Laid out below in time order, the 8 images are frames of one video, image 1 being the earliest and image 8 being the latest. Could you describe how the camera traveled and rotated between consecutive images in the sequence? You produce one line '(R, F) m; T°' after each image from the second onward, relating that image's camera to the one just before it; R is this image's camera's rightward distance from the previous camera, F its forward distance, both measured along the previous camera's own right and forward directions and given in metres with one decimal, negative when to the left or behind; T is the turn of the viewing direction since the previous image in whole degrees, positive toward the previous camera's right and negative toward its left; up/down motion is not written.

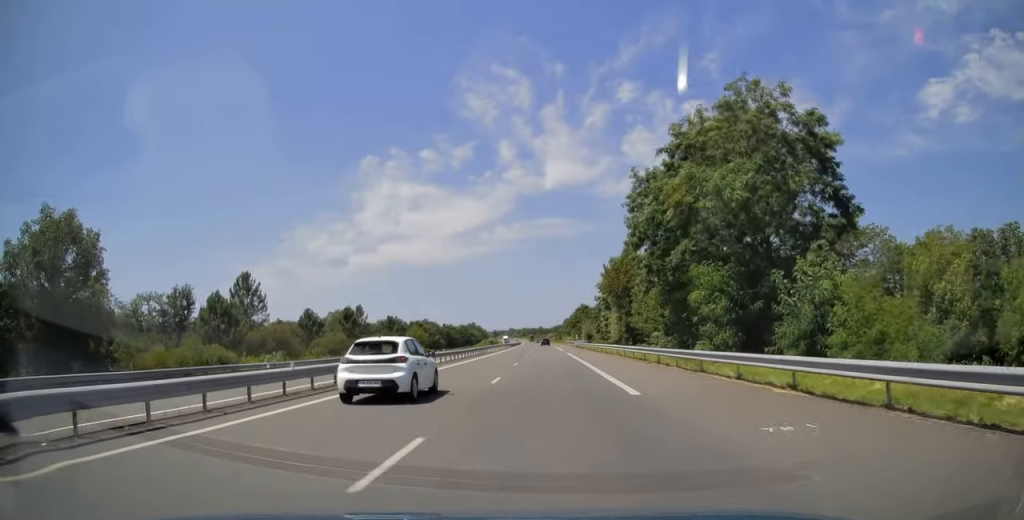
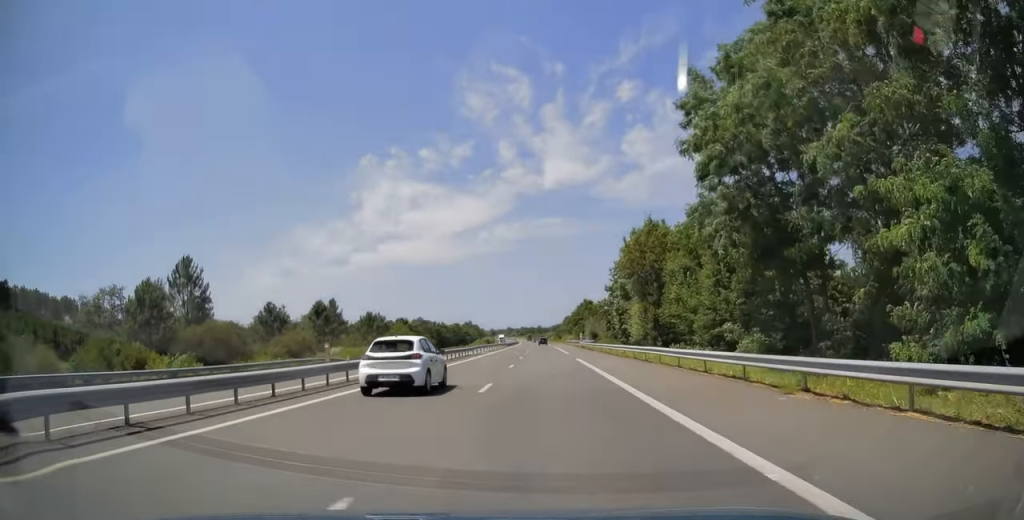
(-0.3, +16.6) m; 0°
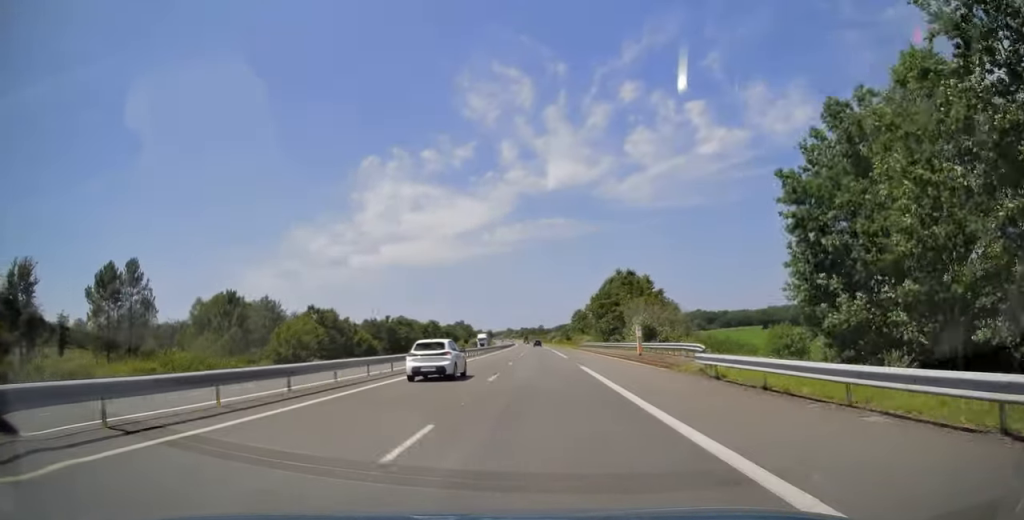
(+1.6, +62.1) m; +1°
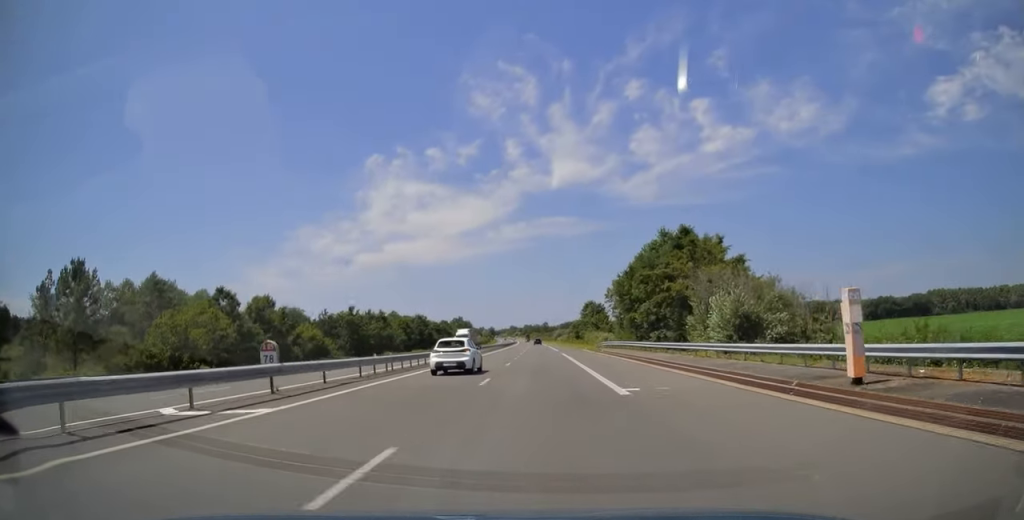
(-0.8, +28.9) m; -1°
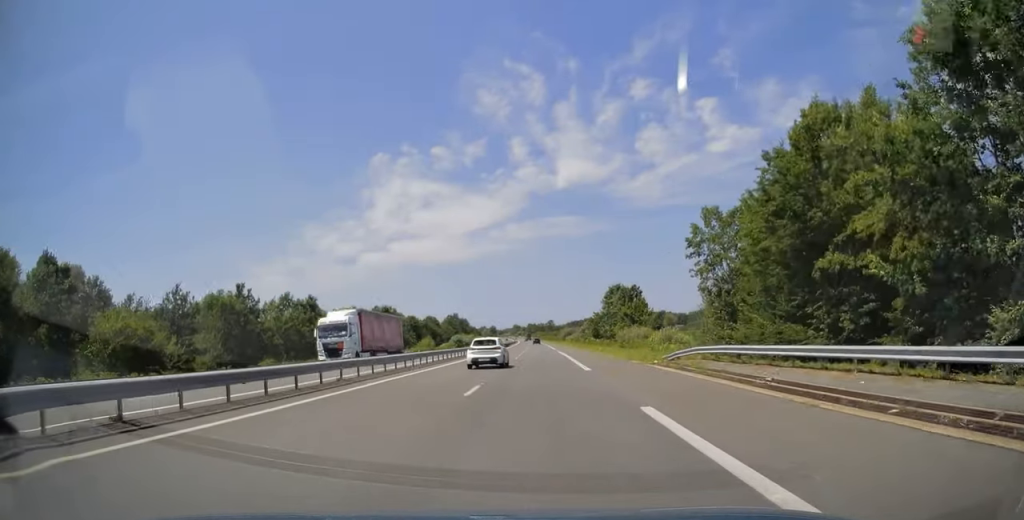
(+0.2, +43.4) m; 0°
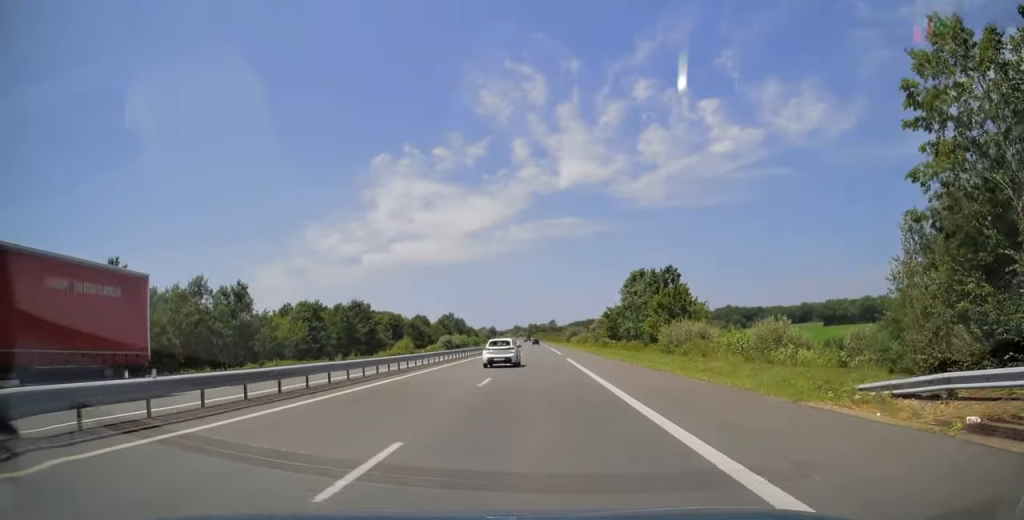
(-0.3, +23.0) m; -1°
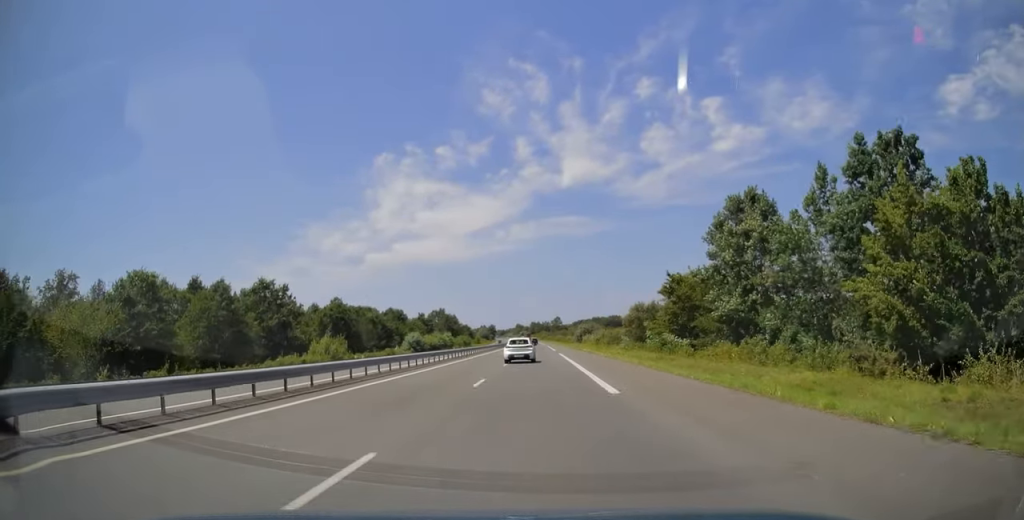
(-0.1, +41.2) m; 0°
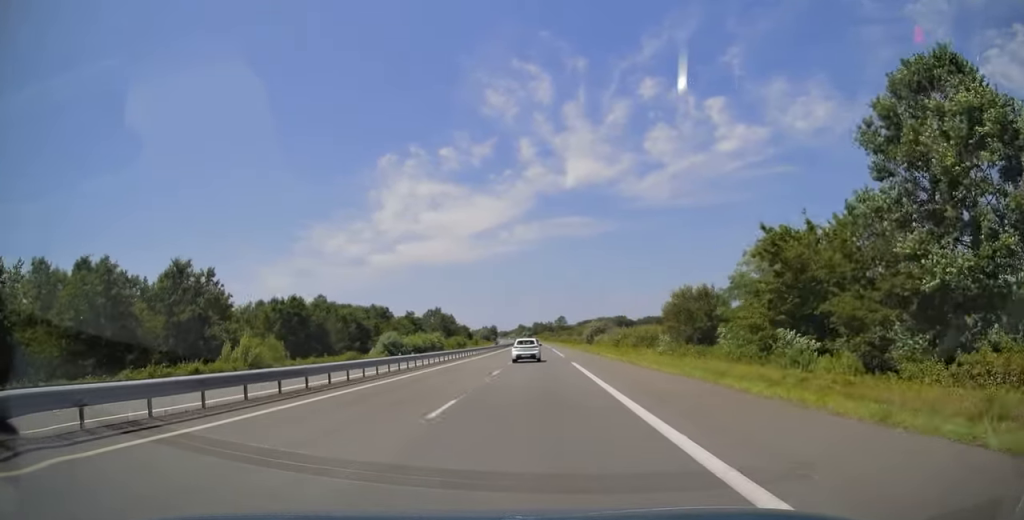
(-0.1, +20.3) m; 0°
